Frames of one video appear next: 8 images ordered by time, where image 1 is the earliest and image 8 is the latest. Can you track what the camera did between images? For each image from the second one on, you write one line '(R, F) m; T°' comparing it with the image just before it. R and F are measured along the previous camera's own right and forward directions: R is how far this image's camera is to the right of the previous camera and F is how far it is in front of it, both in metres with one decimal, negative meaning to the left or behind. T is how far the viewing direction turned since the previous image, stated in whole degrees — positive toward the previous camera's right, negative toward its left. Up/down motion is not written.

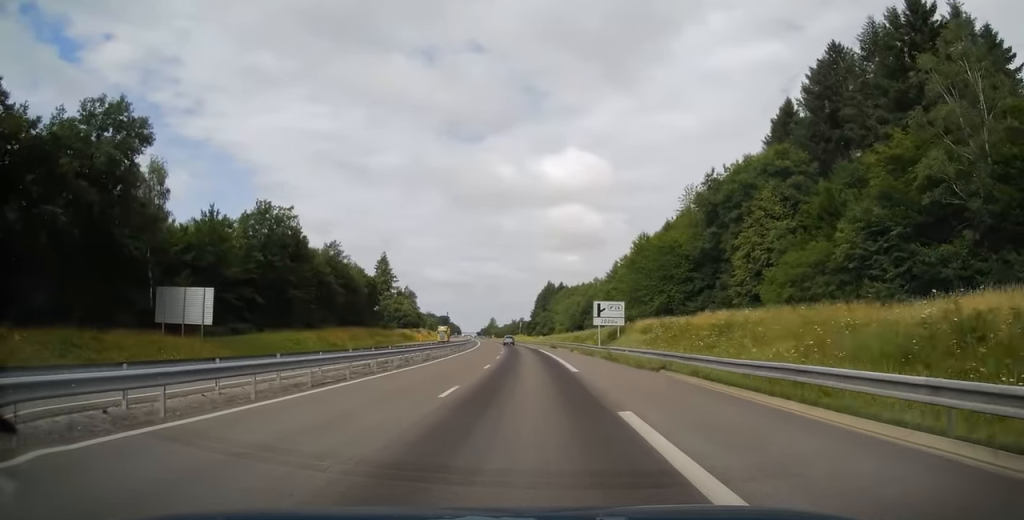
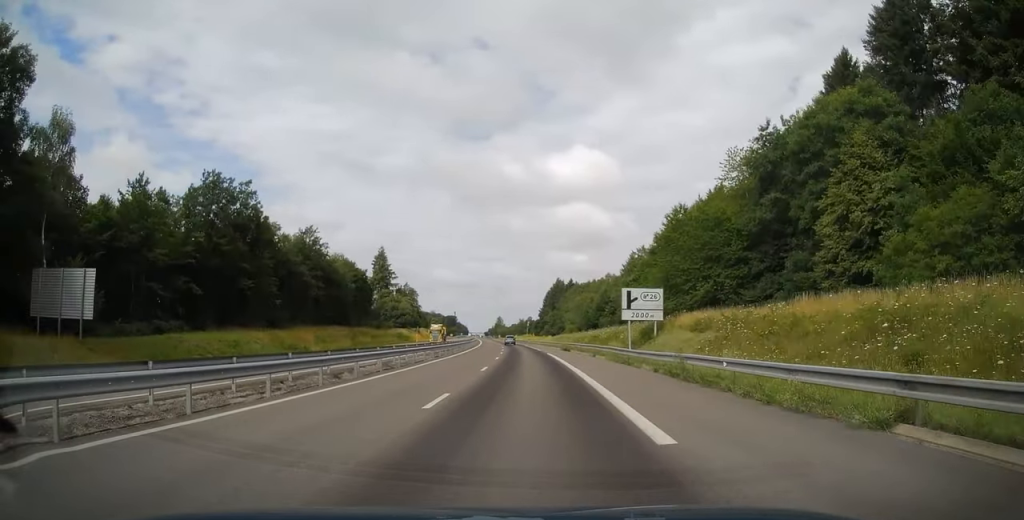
(-0.2, +15.1) m; -1°
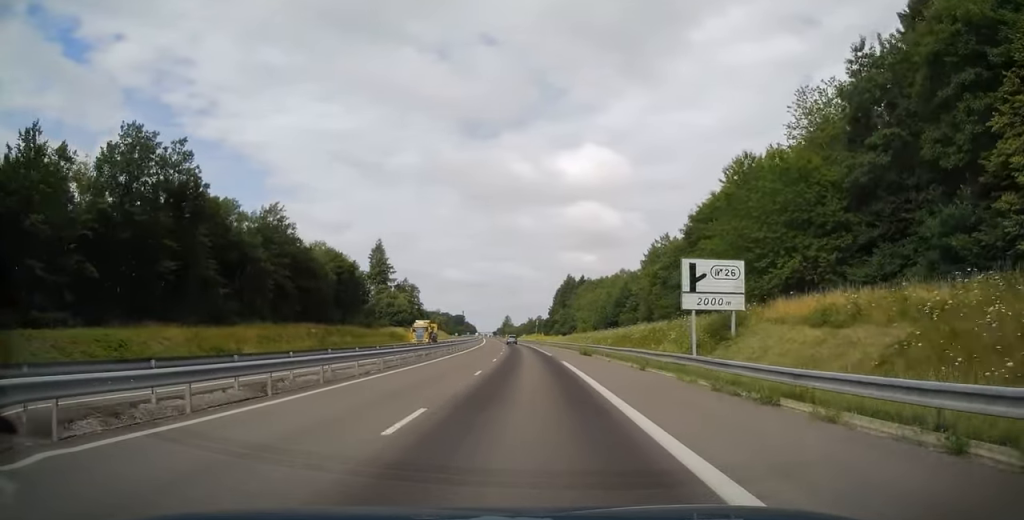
(-0.4, +16.1) m; -1°
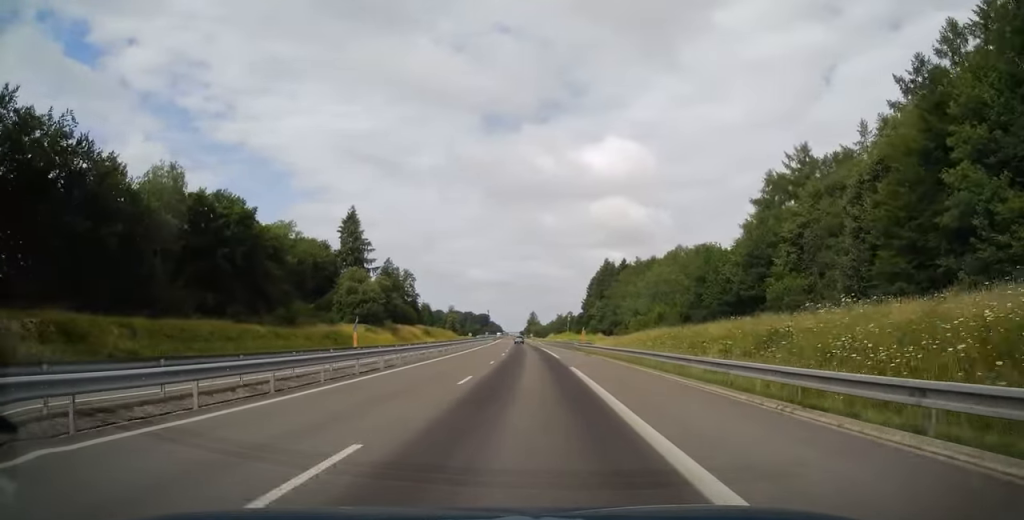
(-0.9, +55.5) m; -2°
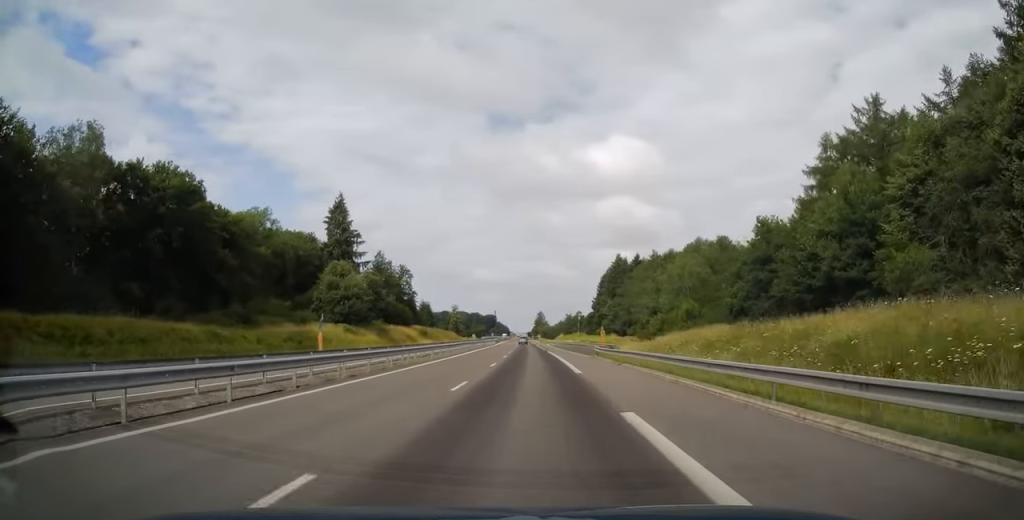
(-0.1, +14.6) m; 0°
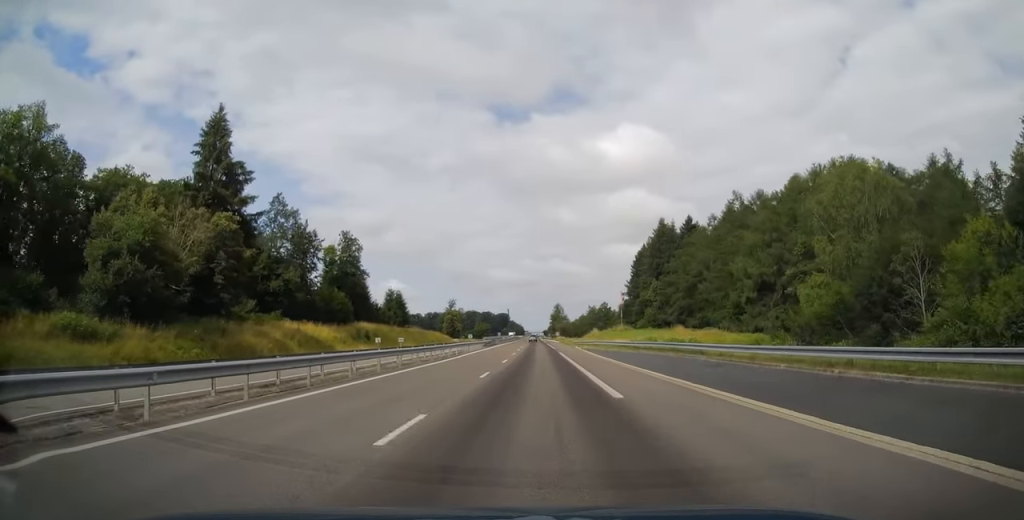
(-0.3, +59.4) m; -1°
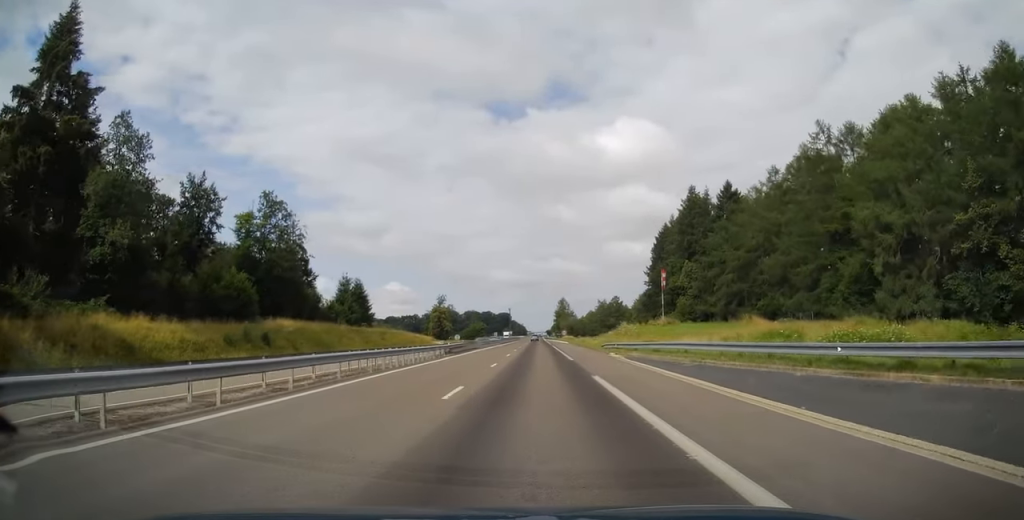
(-0.2, +33.1) m; 0°
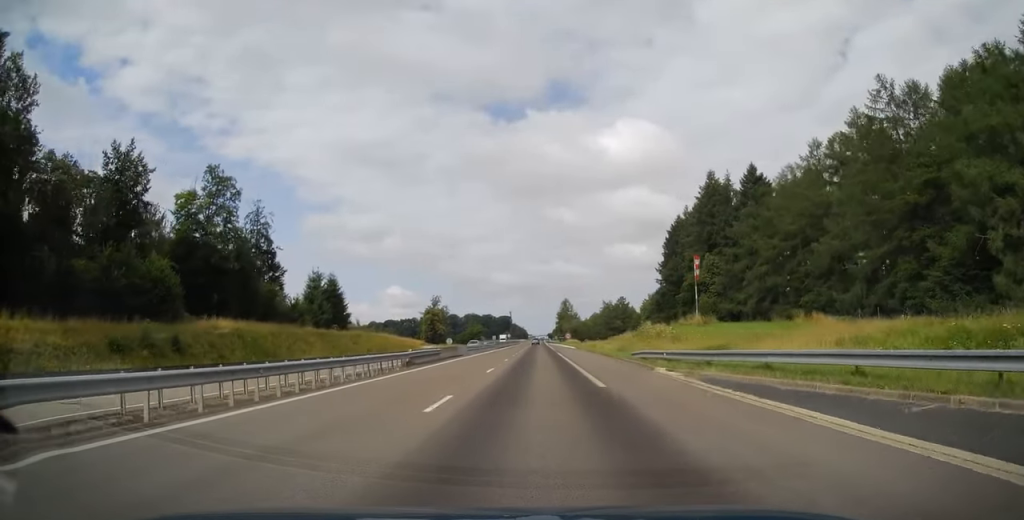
(+0.2, +14.6) m; 0°
